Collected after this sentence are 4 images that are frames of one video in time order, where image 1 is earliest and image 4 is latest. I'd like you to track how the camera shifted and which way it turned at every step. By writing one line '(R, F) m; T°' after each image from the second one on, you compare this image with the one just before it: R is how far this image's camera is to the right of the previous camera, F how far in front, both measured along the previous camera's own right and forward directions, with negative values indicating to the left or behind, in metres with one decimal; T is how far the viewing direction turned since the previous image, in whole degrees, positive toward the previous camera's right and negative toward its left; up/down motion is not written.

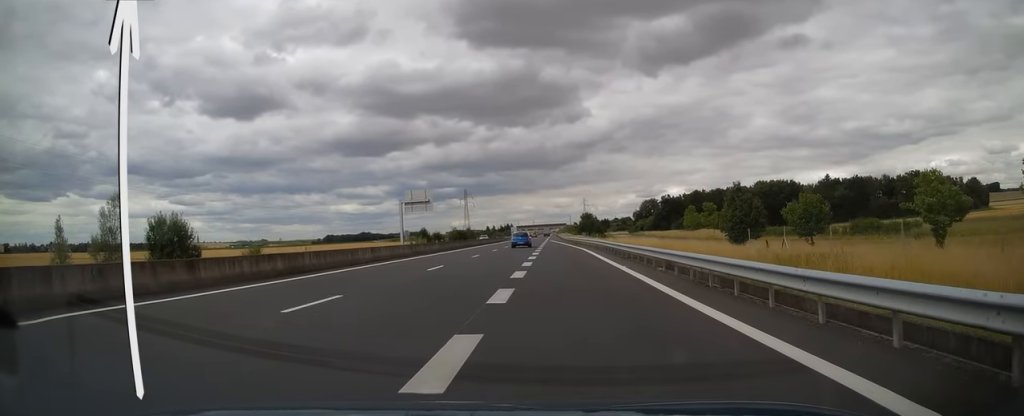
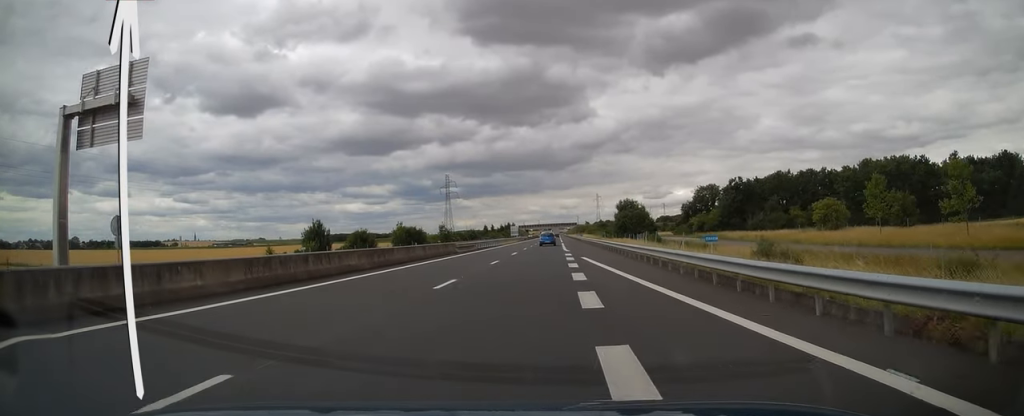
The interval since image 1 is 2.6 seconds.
(-0.4, +73.3) m; 0°
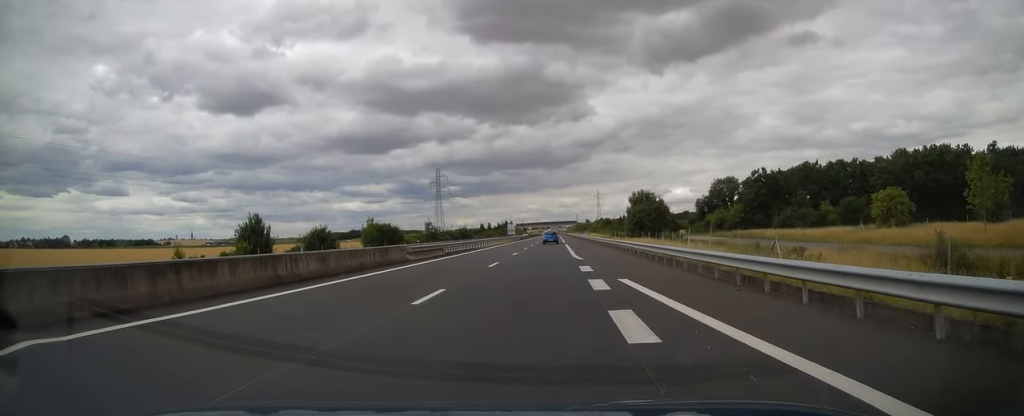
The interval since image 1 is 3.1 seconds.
(0.0, +16.8) m; 0°
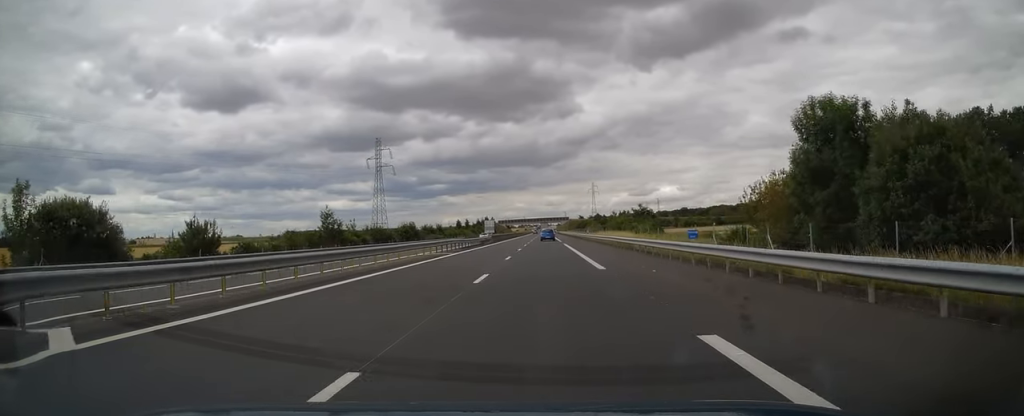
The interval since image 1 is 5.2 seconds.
(+0.7, +60.9) m; +2°
